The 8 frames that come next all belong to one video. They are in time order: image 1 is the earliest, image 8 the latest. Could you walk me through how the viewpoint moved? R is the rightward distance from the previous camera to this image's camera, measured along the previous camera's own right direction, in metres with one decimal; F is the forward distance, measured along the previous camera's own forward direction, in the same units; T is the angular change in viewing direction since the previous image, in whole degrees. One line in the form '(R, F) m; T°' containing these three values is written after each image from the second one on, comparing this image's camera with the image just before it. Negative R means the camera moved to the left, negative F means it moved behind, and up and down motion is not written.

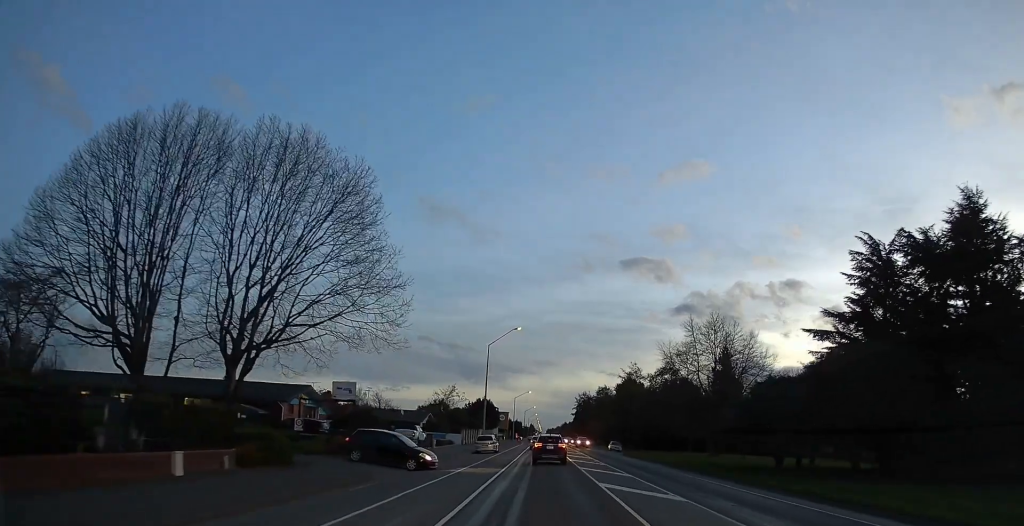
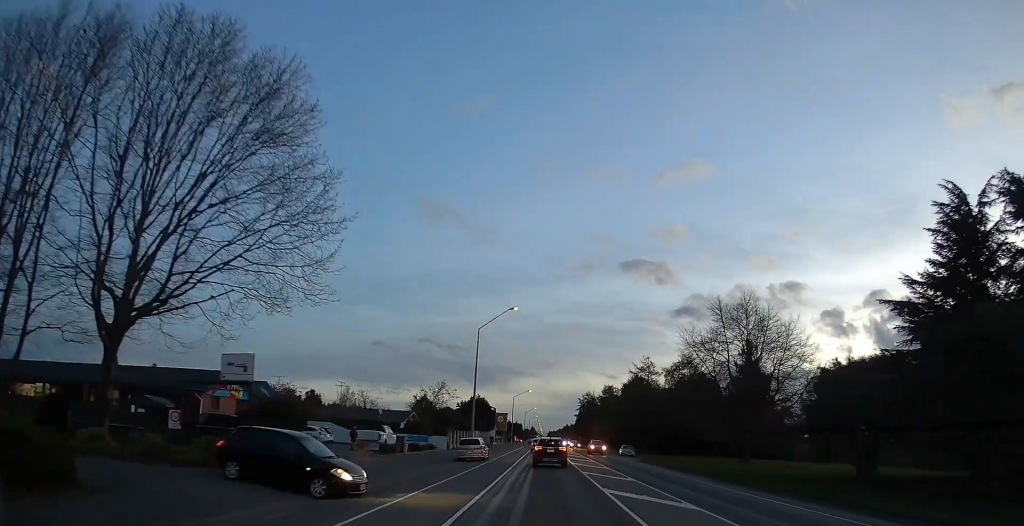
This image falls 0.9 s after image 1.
(+0.1, +12.3) m; +2°
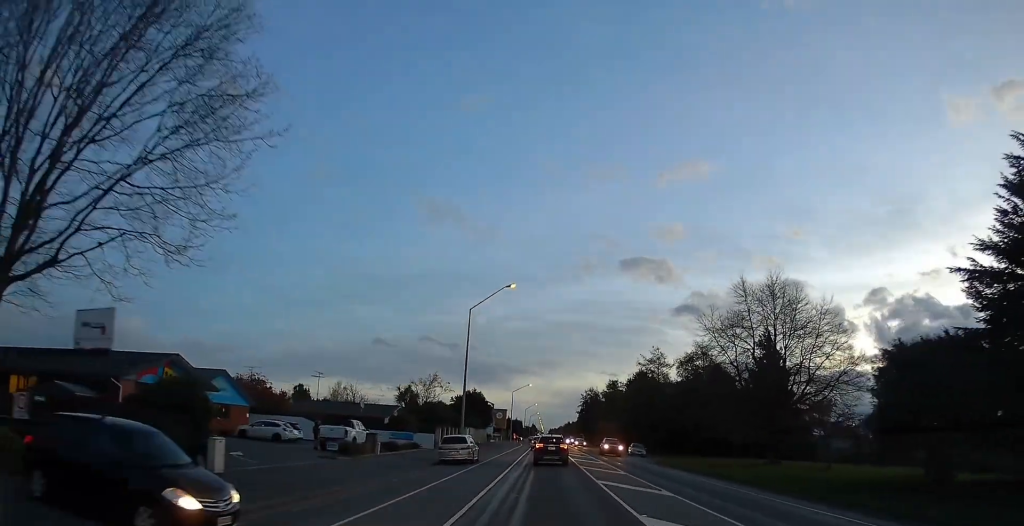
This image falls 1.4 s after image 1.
(+0.4, +7.5) m; -1°
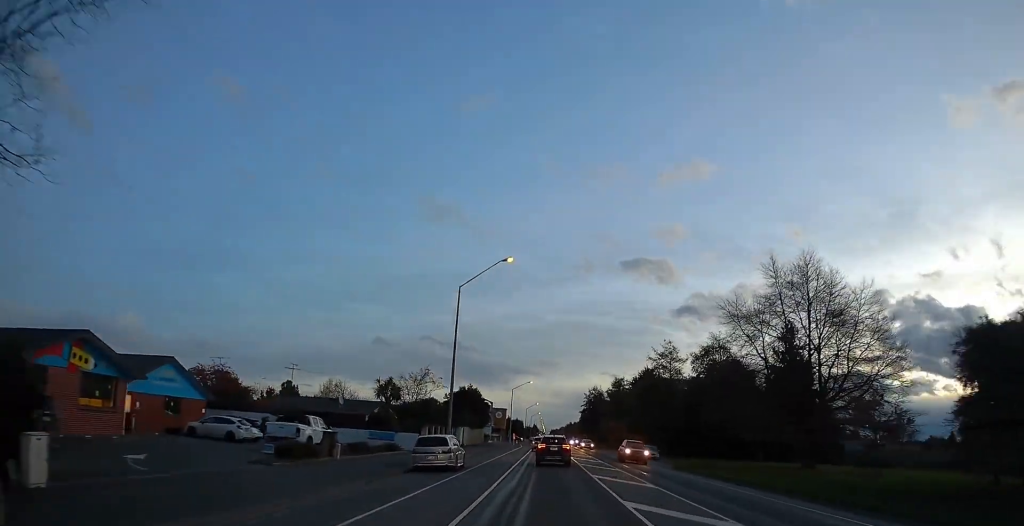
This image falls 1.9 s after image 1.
(0.0, +7.5) m; -1°
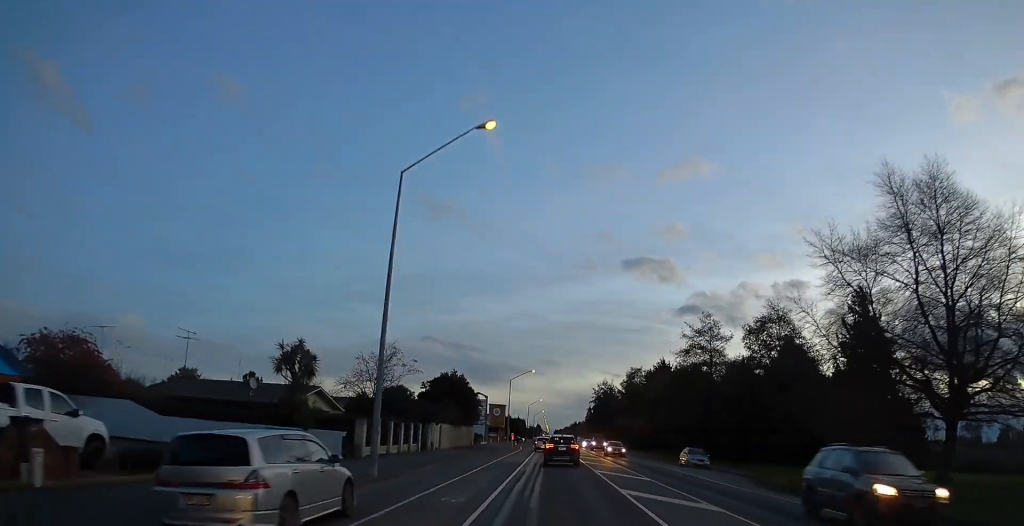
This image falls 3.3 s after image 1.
(-0.8, +18.5) m; -1°
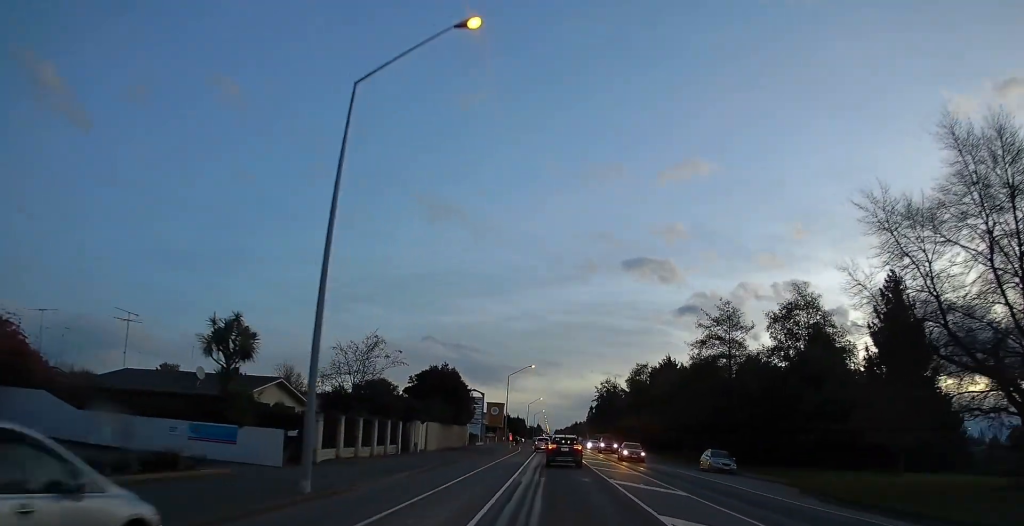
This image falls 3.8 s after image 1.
(+0.1, +6.5) m; +1°
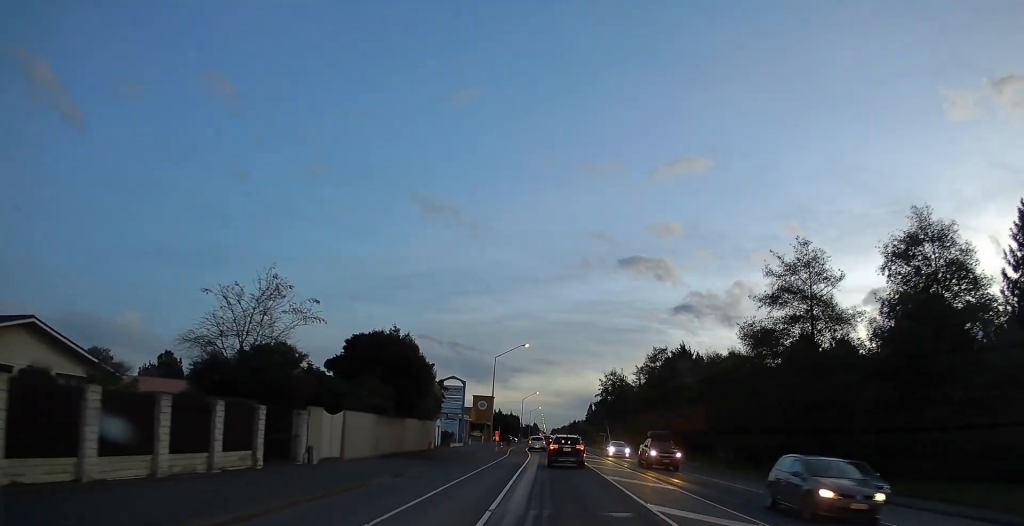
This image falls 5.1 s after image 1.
(+0.3, +19.4) m; +1°
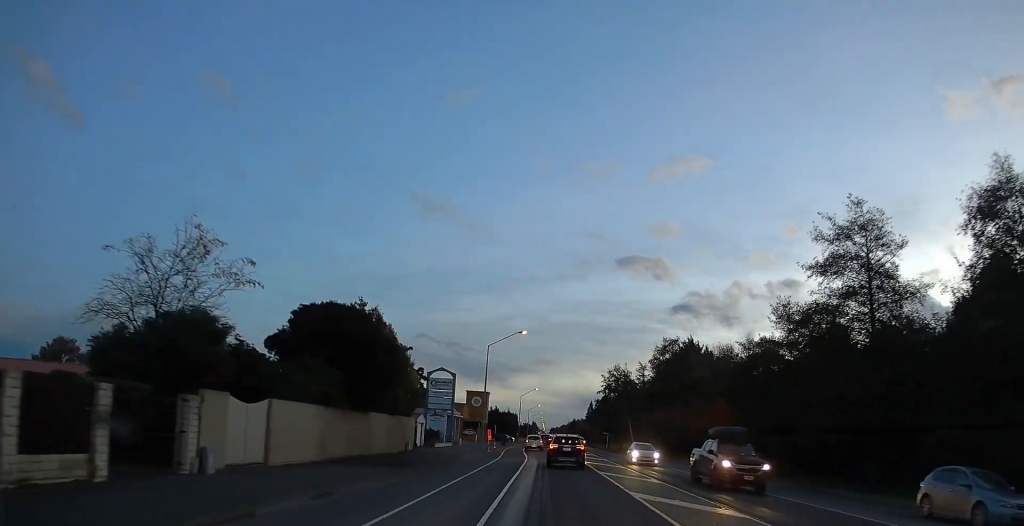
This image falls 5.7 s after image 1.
(+0.3, +8.1) m; -1°
